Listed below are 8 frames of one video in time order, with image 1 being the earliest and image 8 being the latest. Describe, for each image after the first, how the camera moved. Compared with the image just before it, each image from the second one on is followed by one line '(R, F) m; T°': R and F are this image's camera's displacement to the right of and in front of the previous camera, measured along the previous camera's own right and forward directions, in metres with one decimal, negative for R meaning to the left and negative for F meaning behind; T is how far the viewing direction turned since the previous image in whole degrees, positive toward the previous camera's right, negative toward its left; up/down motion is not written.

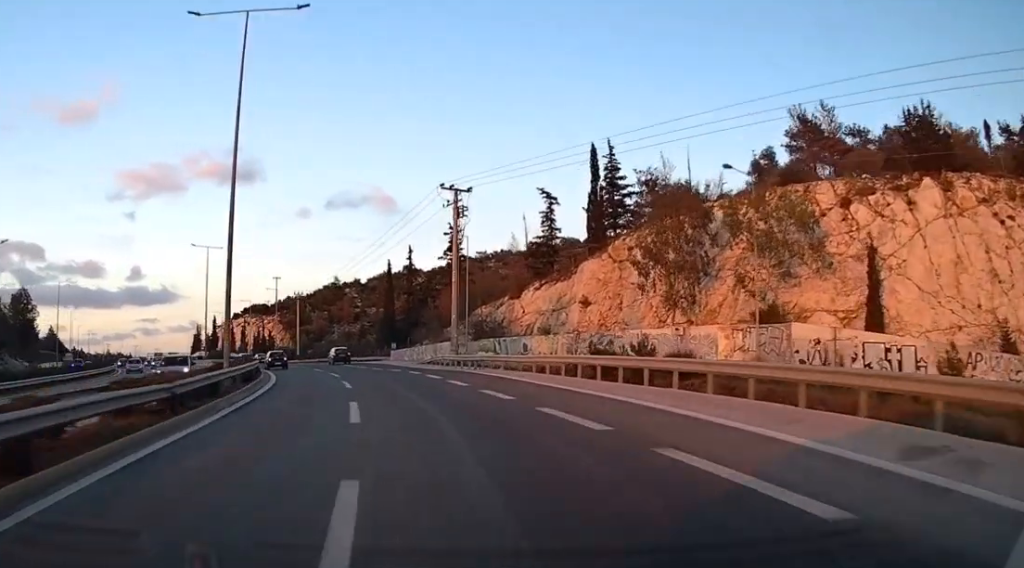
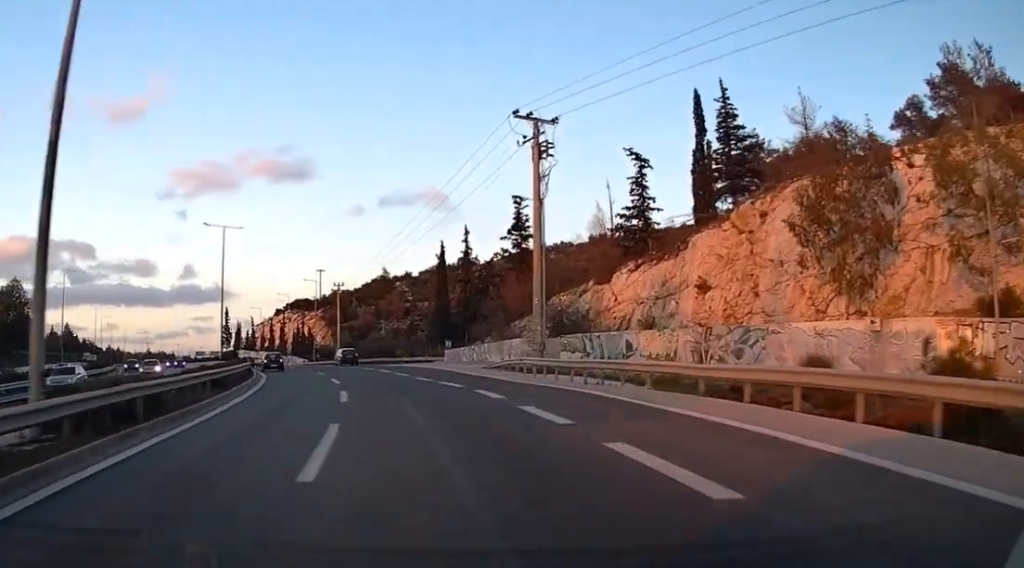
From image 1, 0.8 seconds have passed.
(-0.4, +18.1) m; -4°
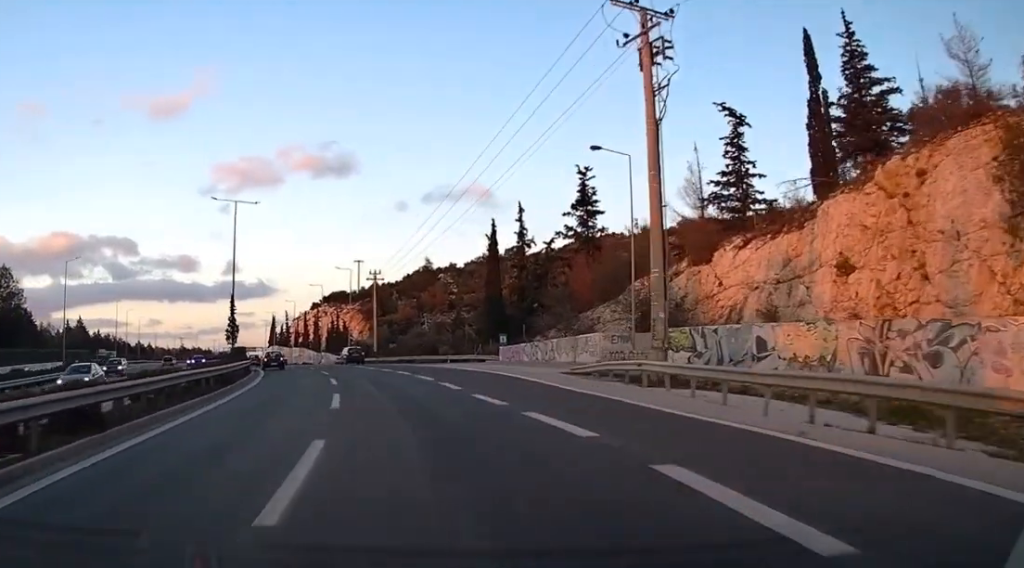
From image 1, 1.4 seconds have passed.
(-0.6, +14.3) m; -4°
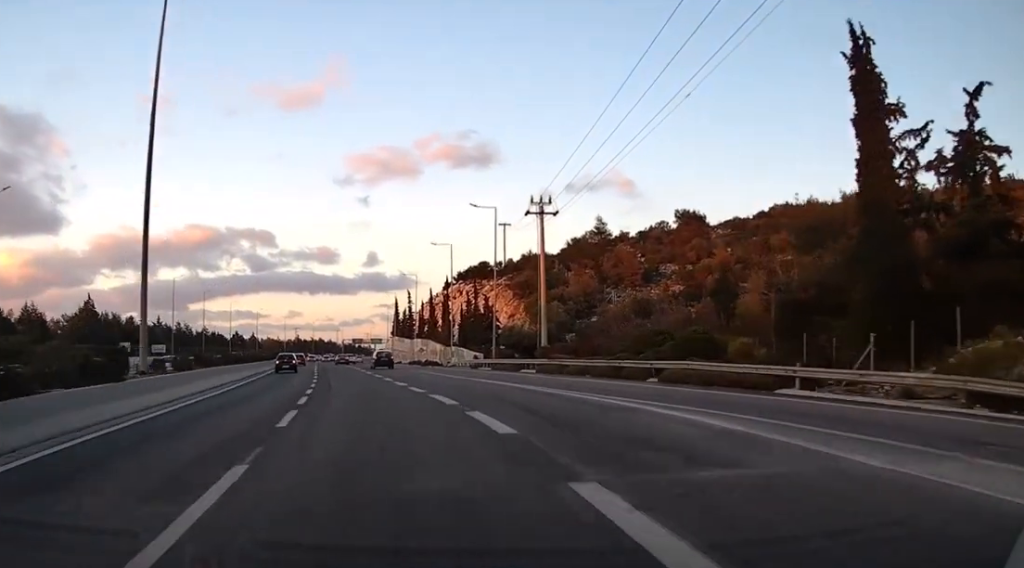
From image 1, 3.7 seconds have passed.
(-5.1, +51.0) m; -11°
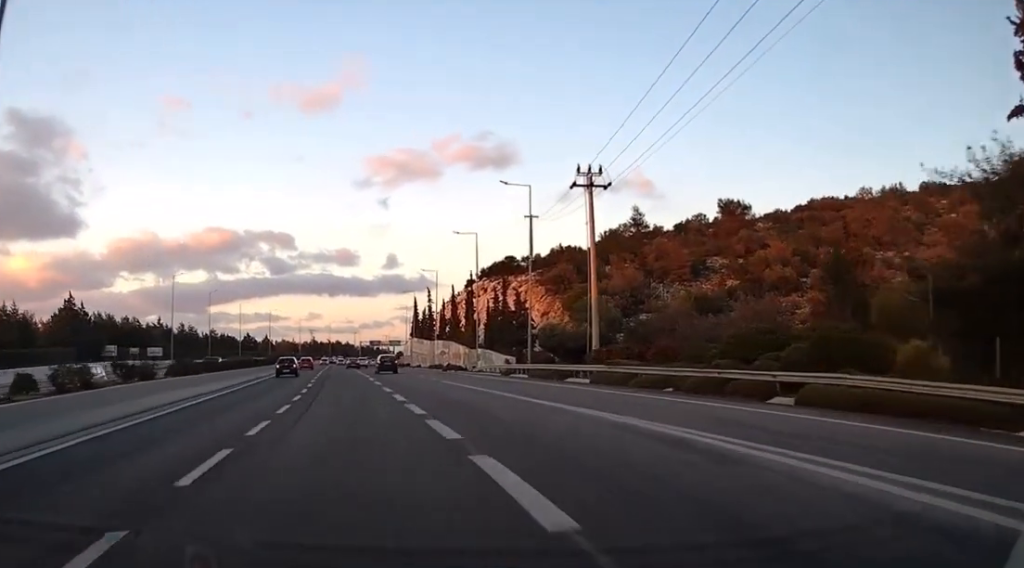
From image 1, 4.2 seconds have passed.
(-0.3, +11.3) m; -2°
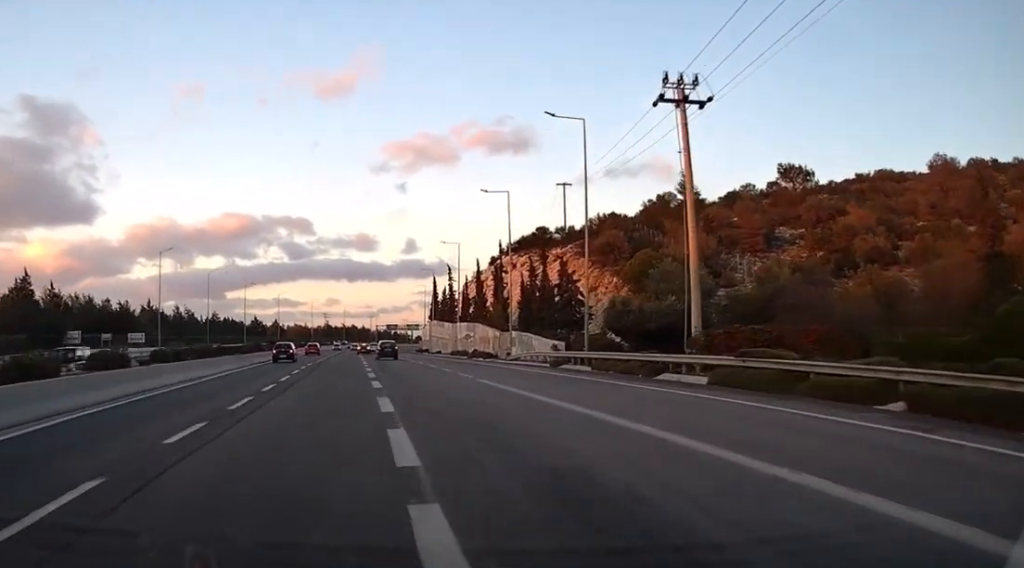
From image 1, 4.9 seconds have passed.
(-0.3, +15.2) m; -2°
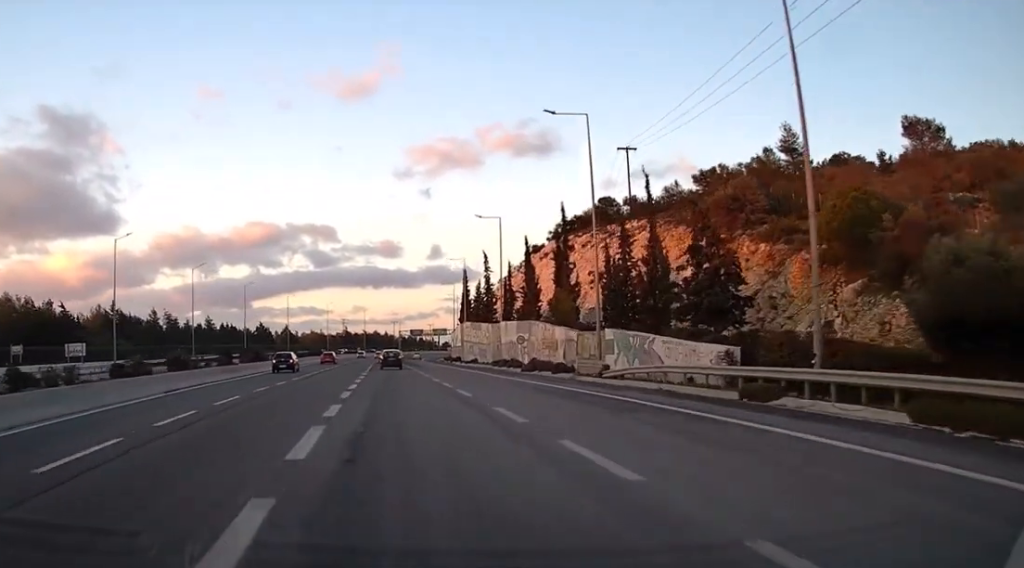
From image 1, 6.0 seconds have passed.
(-0.8, +26.1) m; -3°
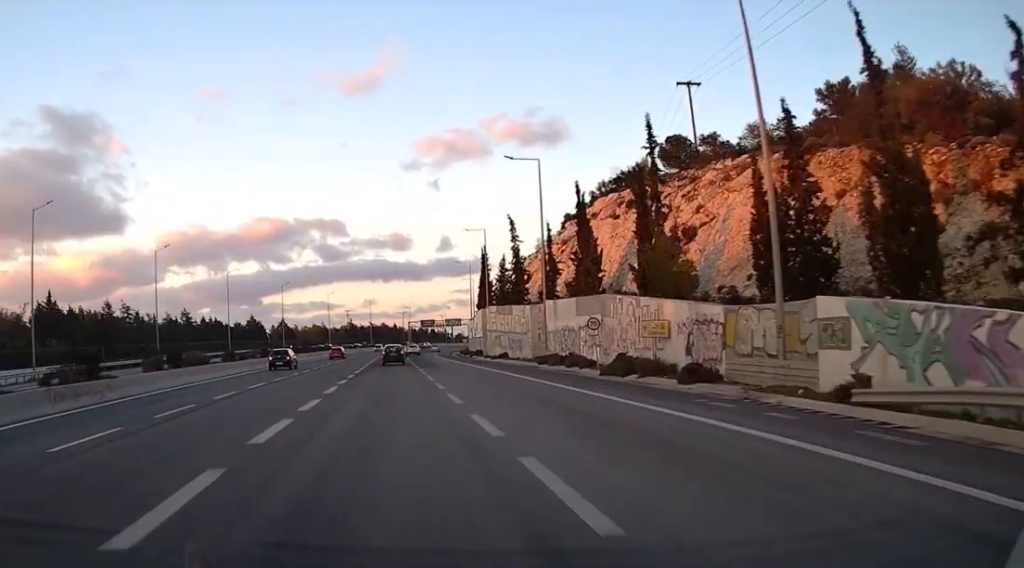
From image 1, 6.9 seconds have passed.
(-0.4, +21.8) m; -2°
